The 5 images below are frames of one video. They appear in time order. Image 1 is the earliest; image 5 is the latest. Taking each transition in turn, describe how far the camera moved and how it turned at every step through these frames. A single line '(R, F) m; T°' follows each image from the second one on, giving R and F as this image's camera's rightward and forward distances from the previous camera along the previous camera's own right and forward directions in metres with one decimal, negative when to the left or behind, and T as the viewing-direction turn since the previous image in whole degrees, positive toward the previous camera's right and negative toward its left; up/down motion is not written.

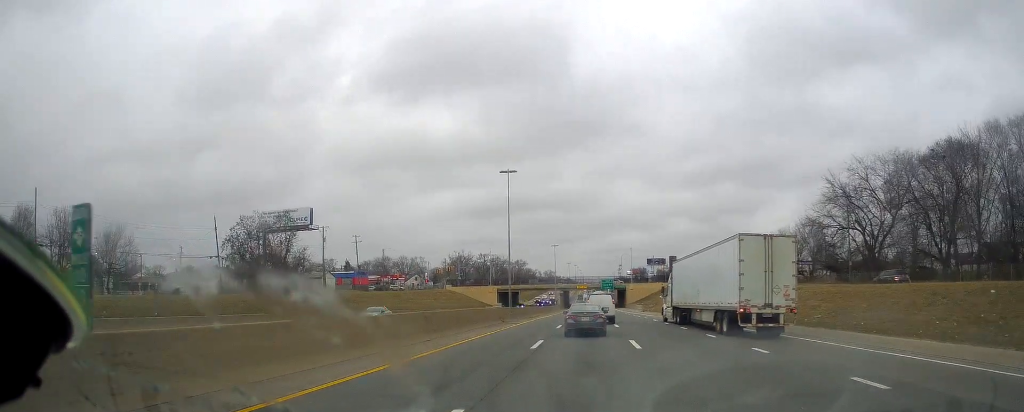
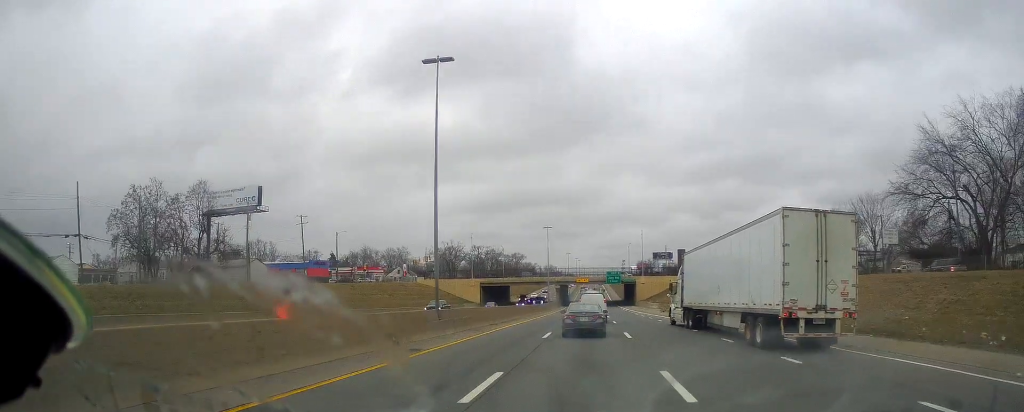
(0.0, +25.7) m; -1°
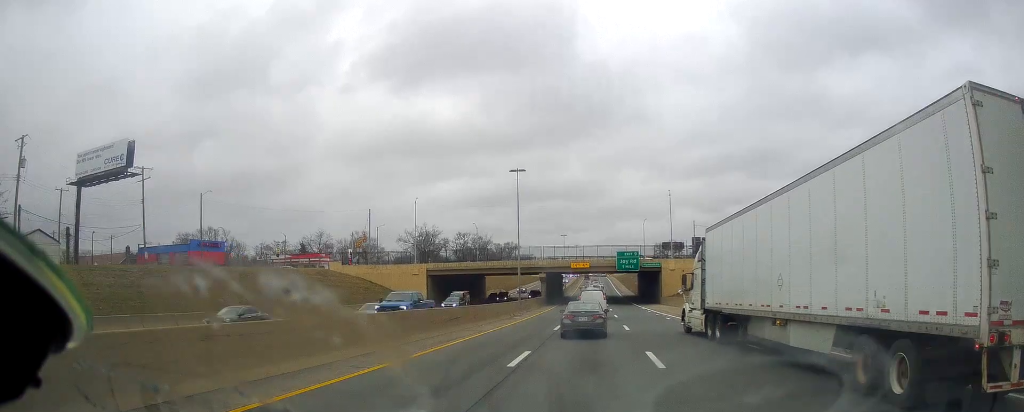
(-0.8, +41.3) m; 0°
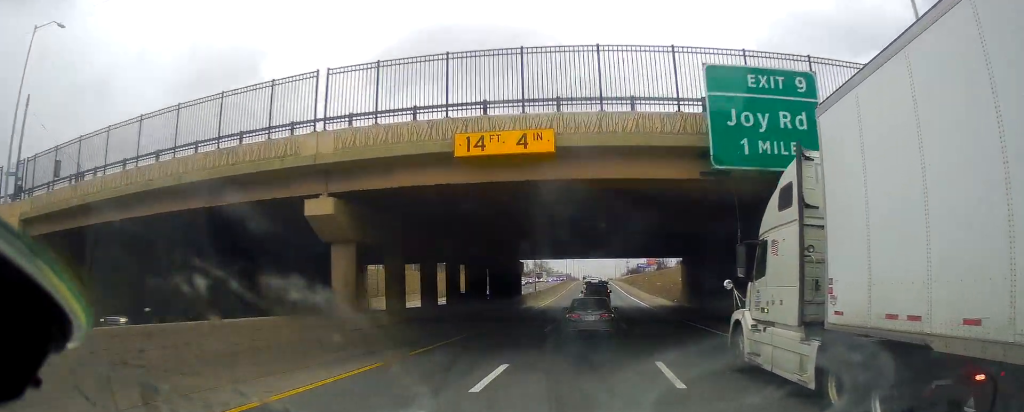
(+0.8, +64.6) m; -1°
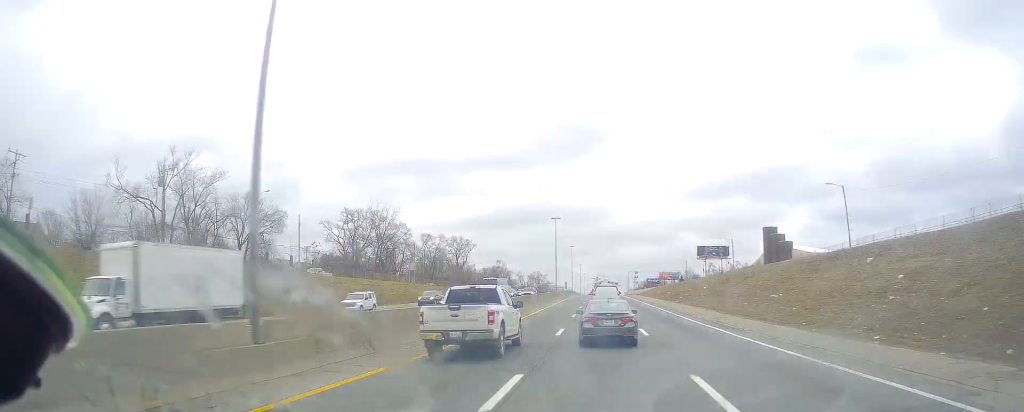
(-0.1, +63.7) m; +2°
